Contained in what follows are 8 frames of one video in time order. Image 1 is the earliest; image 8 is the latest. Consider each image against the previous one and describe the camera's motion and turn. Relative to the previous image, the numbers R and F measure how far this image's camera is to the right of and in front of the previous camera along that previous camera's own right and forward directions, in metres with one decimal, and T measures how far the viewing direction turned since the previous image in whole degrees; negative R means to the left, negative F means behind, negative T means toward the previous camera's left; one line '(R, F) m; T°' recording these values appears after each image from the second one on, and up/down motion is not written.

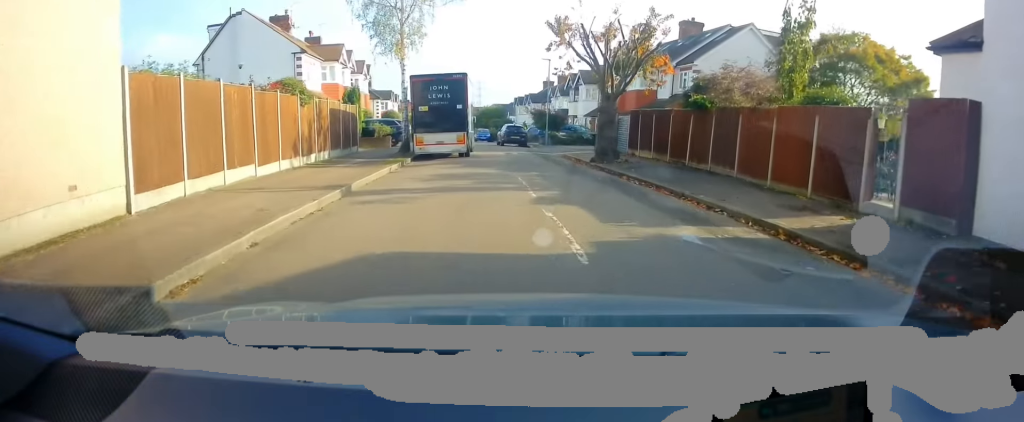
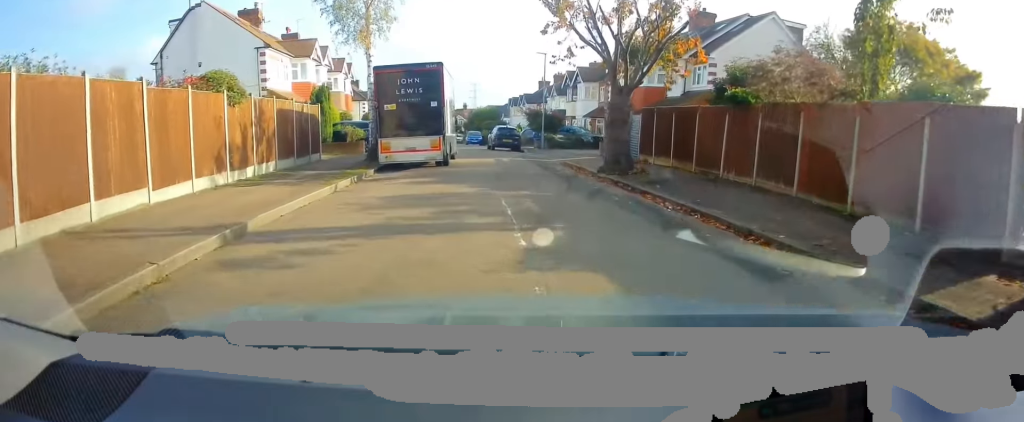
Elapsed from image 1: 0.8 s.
(-0.1, +4.3) m; +1°
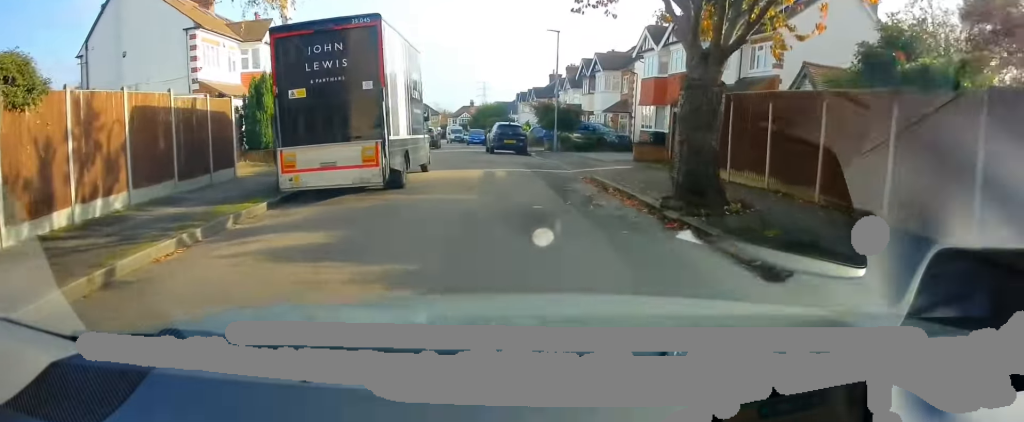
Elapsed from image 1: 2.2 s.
(+0.1, +7.7) m; 0°
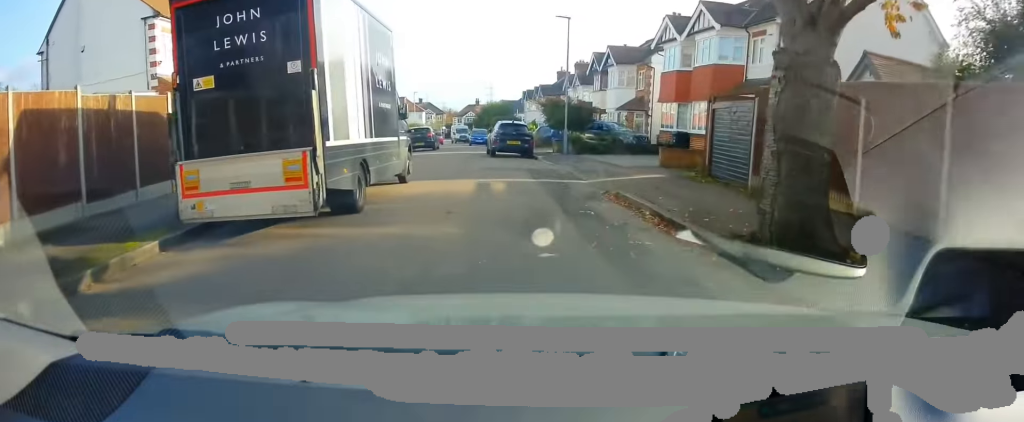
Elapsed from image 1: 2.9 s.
(0.0, +3.6) m; +1°
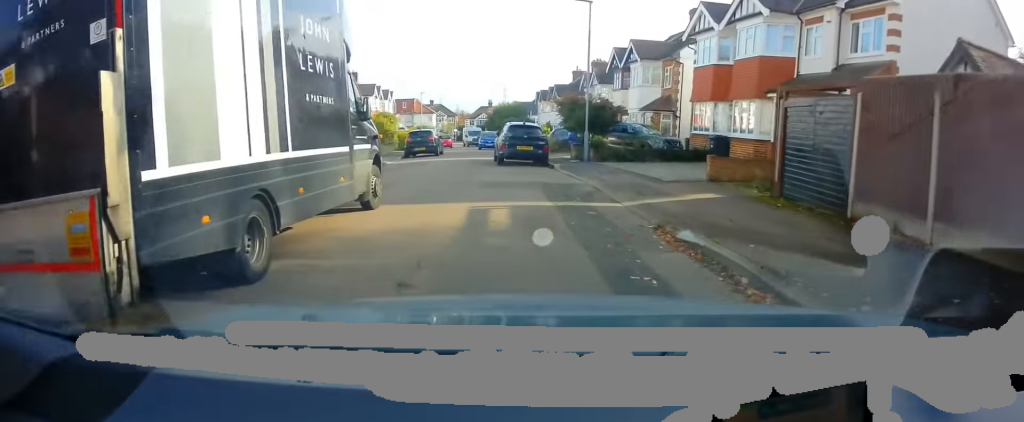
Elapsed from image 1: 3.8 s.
(+0.2, +3.9) m; +1°
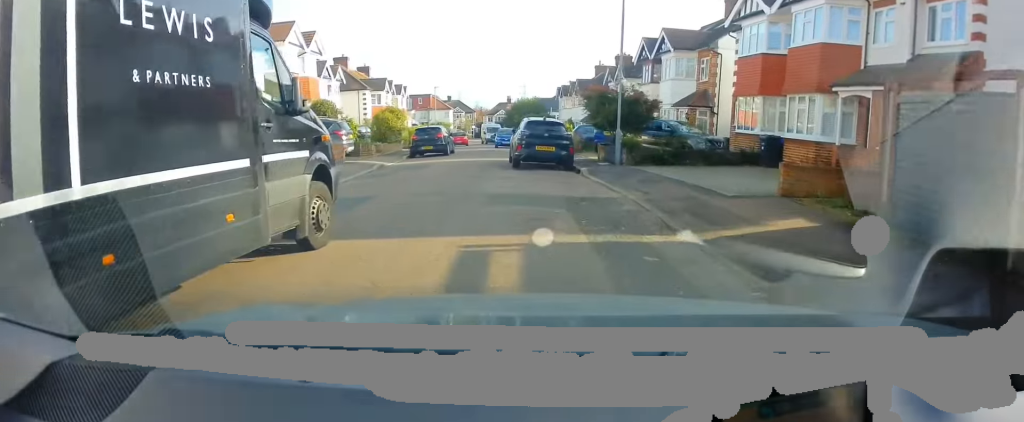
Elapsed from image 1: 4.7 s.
(-0.1, +3.5) m; -6°
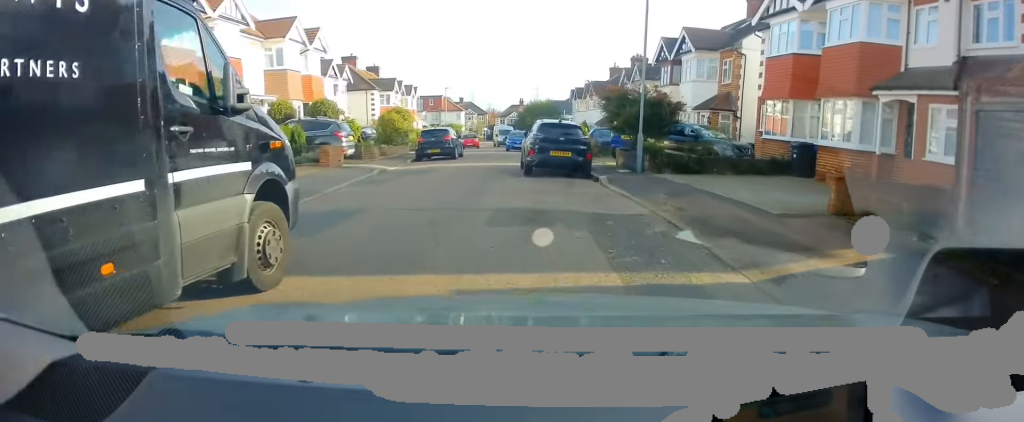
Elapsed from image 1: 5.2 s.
(-0.1, +1.7) m; -5°
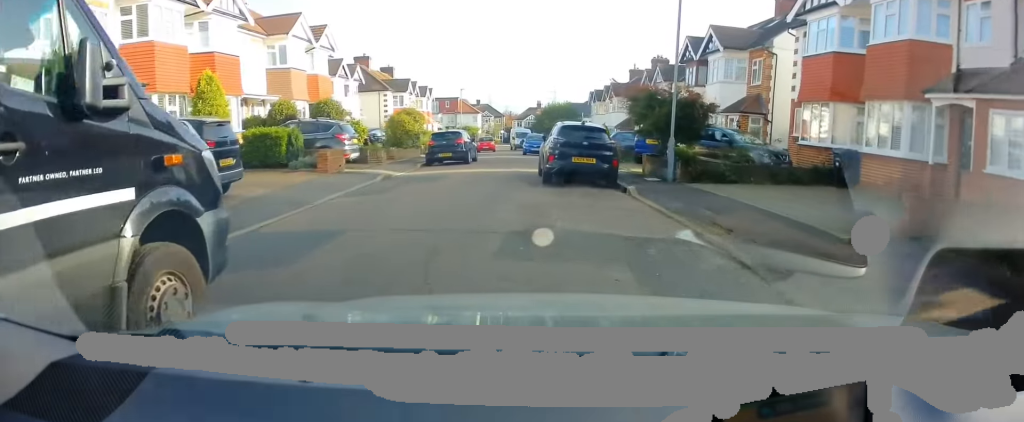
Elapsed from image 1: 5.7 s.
(-0.1, +1.8) m; -3°
